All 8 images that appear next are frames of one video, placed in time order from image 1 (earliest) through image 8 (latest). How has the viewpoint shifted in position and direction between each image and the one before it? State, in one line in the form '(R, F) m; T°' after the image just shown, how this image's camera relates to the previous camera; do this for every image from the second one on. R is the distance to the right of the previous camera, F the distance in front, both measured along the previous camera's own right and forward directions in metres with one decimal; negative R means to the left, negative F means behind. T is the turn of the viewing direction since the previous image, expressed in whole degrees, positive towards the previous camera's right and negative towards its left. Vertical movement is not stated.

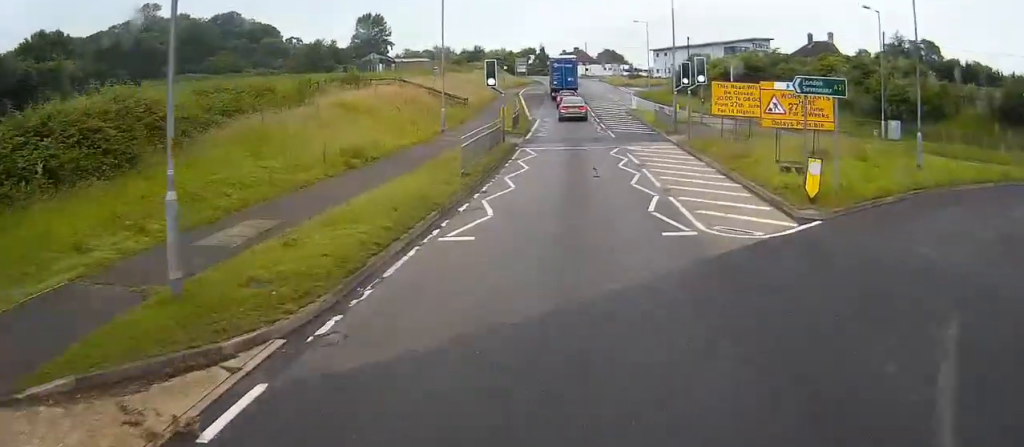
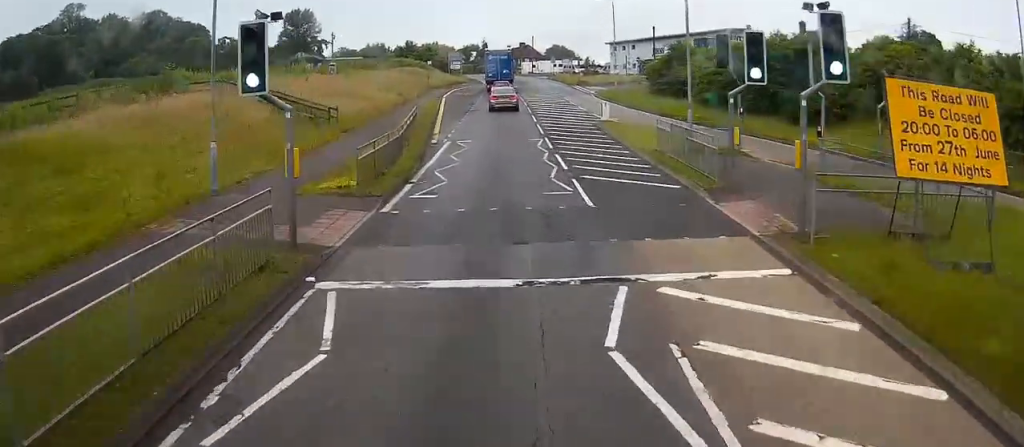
(+3.1, +19.5) m; +12°
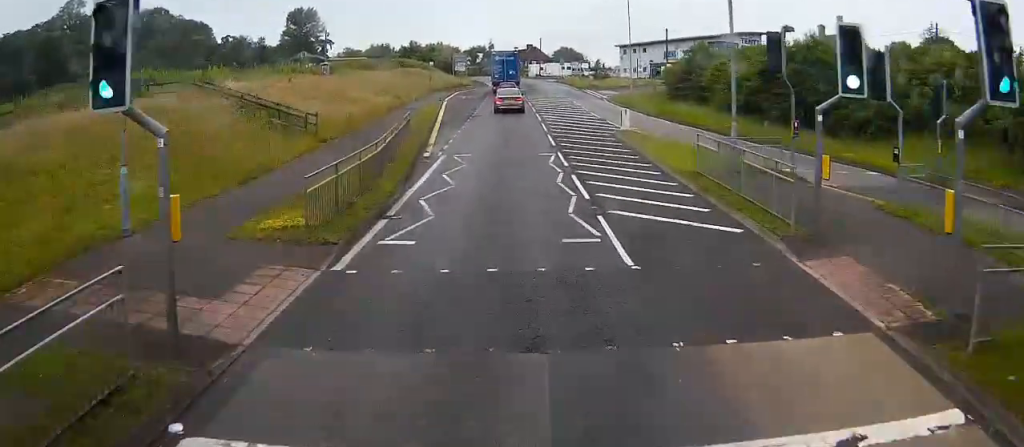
(0.0, +4.1) m; 0°
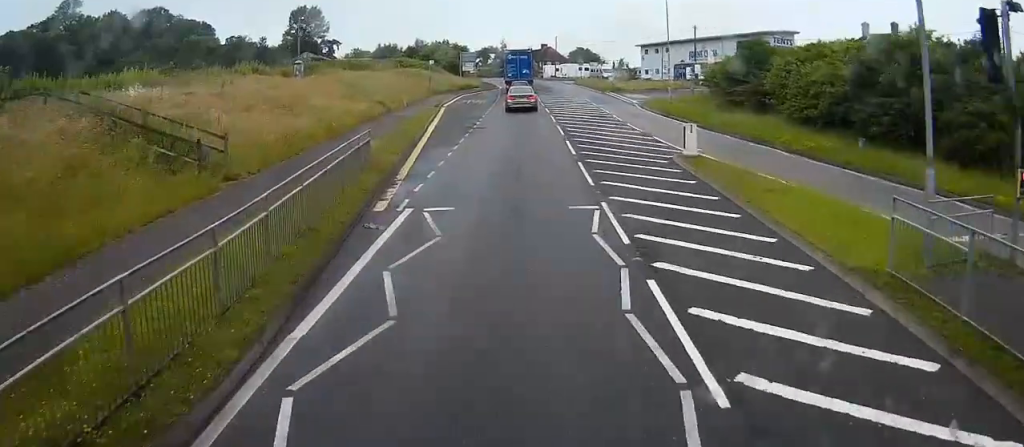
(-0.1, +10.7) m; -2°
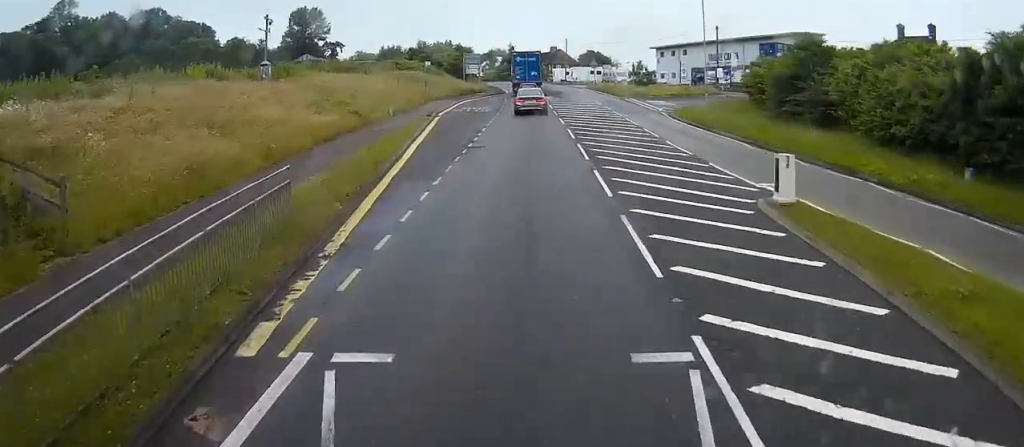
(-0.3, +8.9) m; -2°
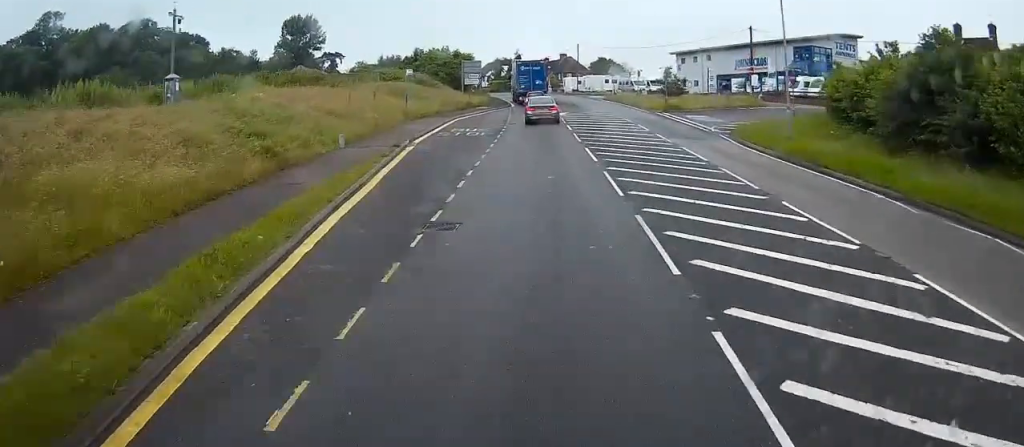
(-0.1, +13.1) m; -1°
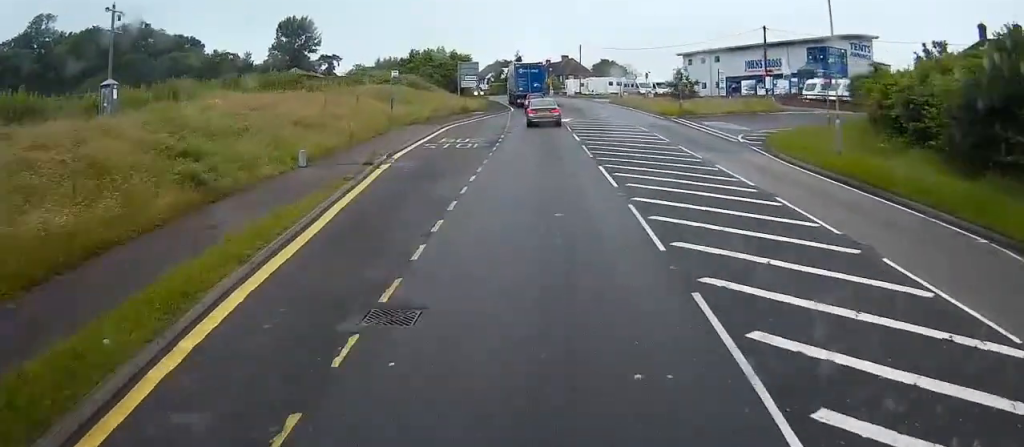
(0.0, +5.3) m; 0°
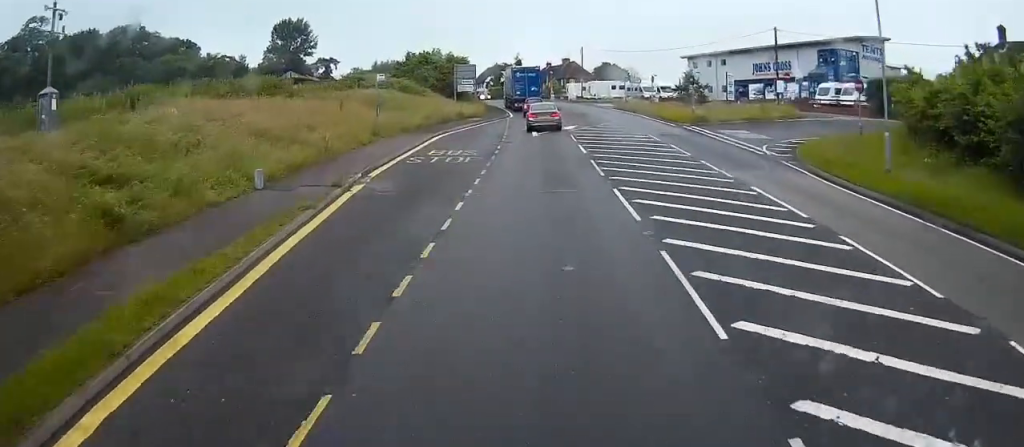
(0.0, +3.6) m; 0°
